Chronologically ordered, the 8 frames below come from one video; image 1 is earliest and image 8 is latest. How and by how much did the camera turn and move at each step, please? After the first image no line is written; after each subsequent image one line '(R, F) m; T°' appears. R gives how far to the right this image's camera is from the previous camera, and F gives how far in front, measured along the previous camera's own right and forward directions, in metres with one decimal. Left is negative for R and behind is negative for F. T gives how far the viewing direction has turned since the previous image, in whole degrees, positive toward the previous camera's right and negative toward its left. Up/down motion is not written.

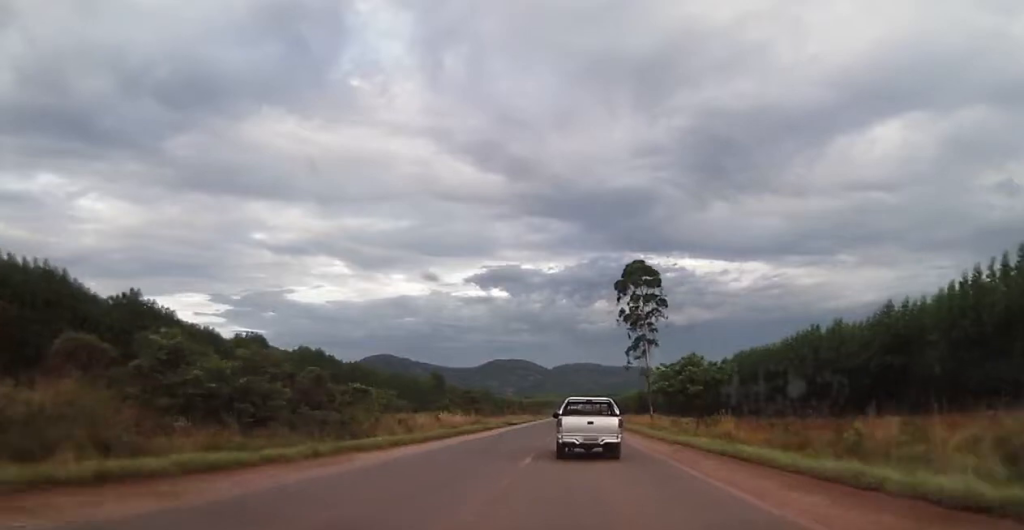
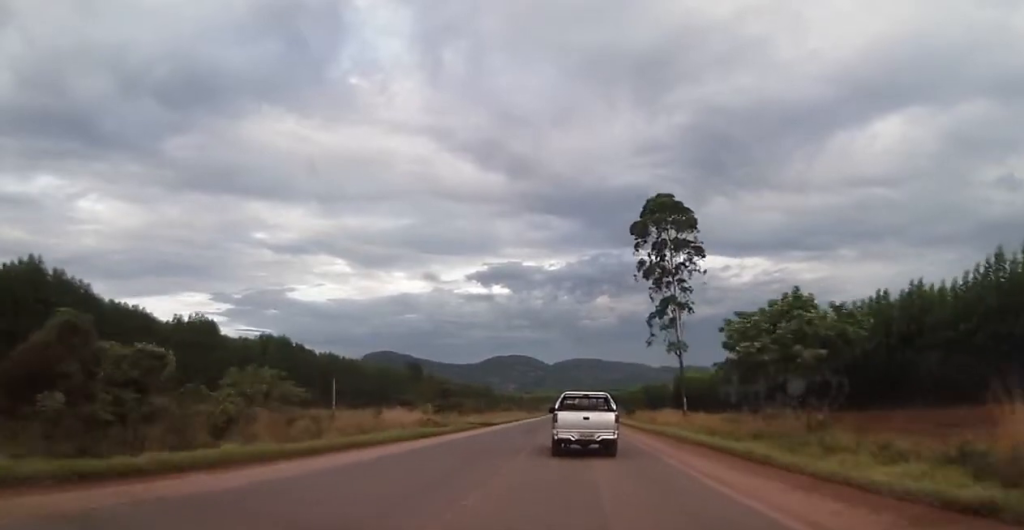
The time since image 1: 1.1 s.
(-0.5, +26.4) m; 0°
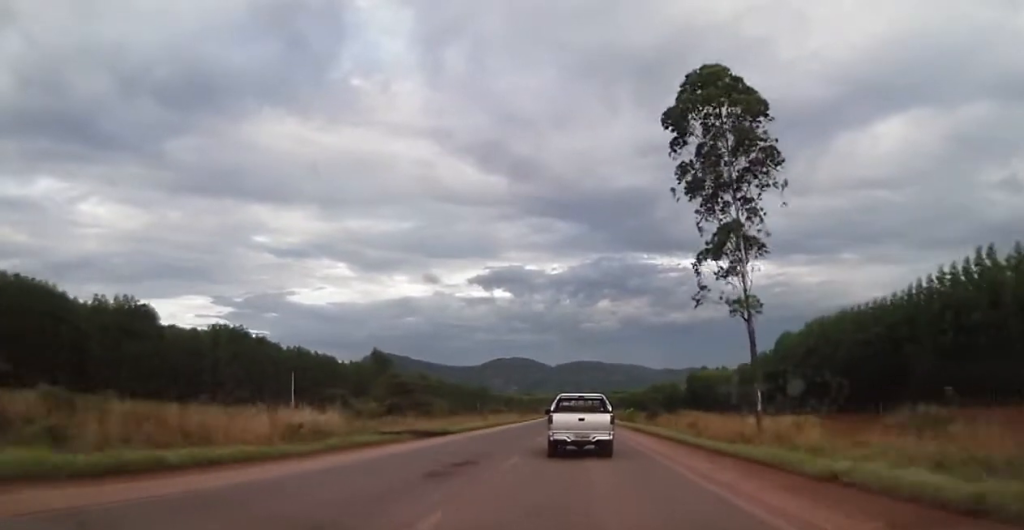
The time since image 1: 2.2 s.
(+0.5, +25.4) m; +1°
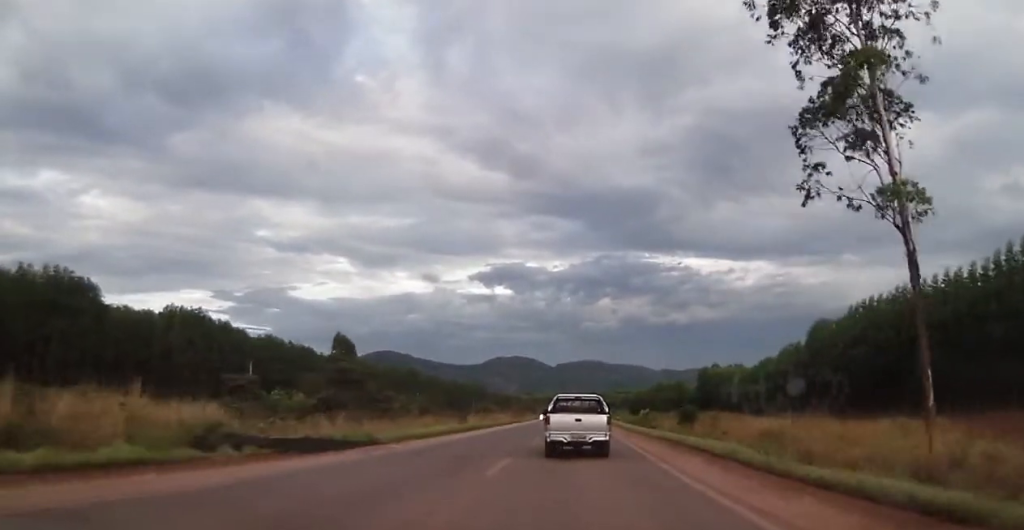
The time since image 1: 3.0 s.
(0.0, +19.0) m; -1°
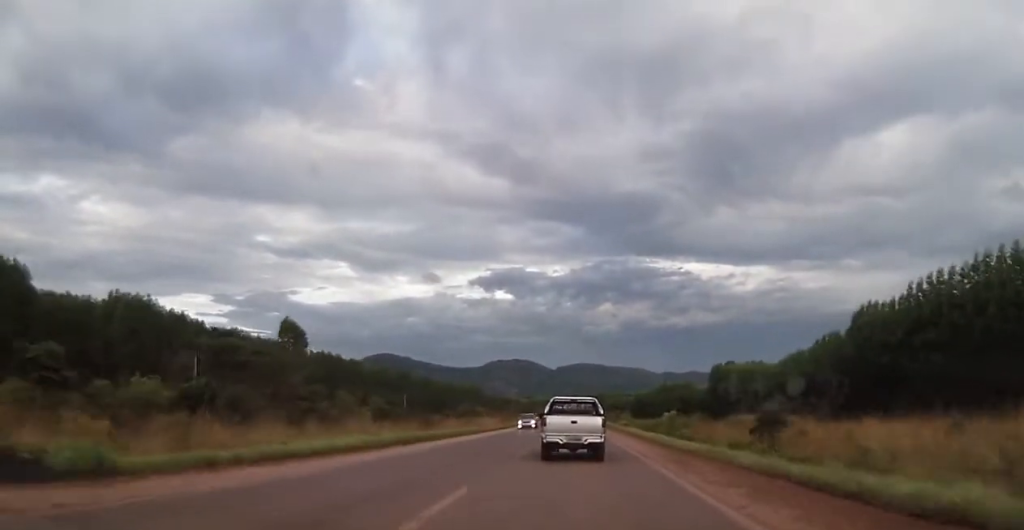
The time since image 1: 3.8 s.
(-0.3, +18.9) m; 0°
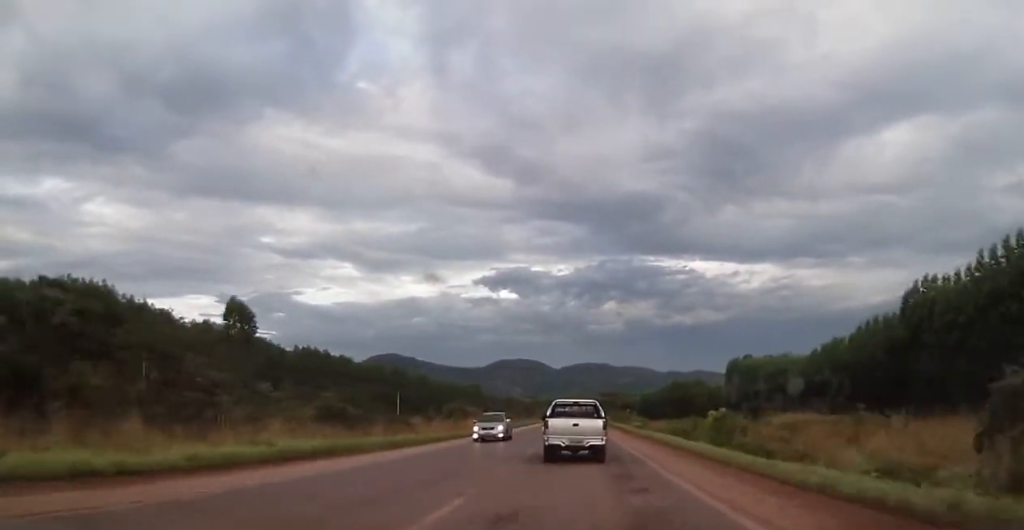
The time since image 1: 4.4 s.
(0.0, +14.9) m; 0°
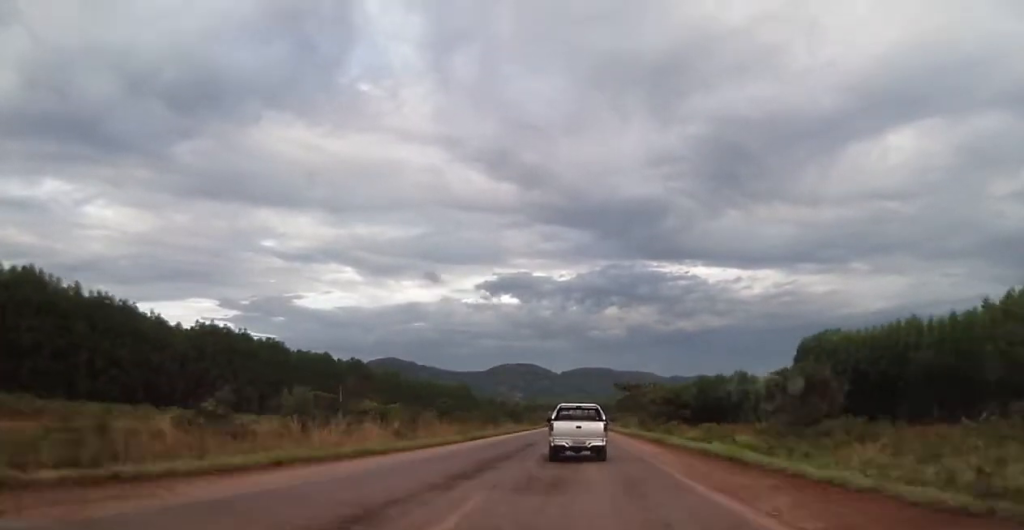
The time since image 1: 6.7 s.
(-0.6, +53.8) m; -1°
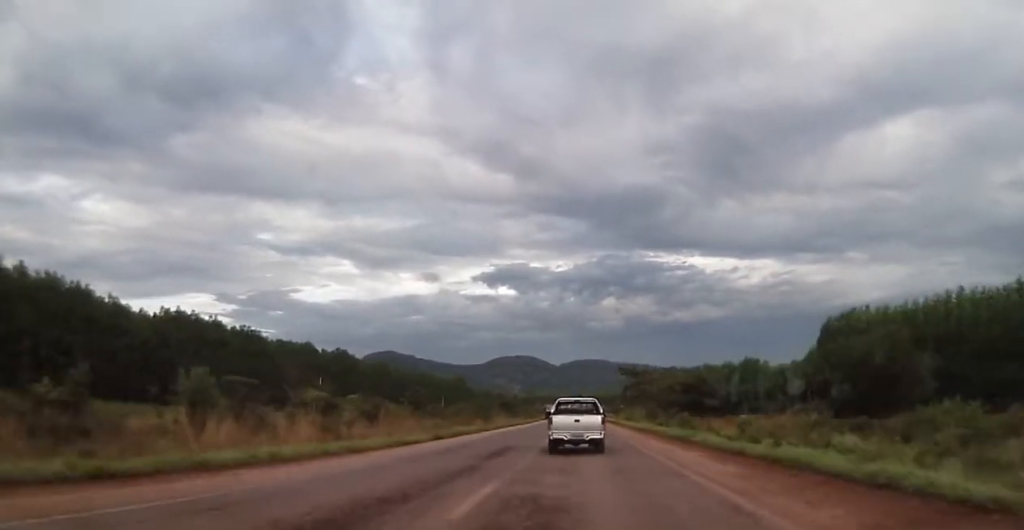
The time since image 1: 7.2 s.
(-0.1, +12.4) m; +1°
